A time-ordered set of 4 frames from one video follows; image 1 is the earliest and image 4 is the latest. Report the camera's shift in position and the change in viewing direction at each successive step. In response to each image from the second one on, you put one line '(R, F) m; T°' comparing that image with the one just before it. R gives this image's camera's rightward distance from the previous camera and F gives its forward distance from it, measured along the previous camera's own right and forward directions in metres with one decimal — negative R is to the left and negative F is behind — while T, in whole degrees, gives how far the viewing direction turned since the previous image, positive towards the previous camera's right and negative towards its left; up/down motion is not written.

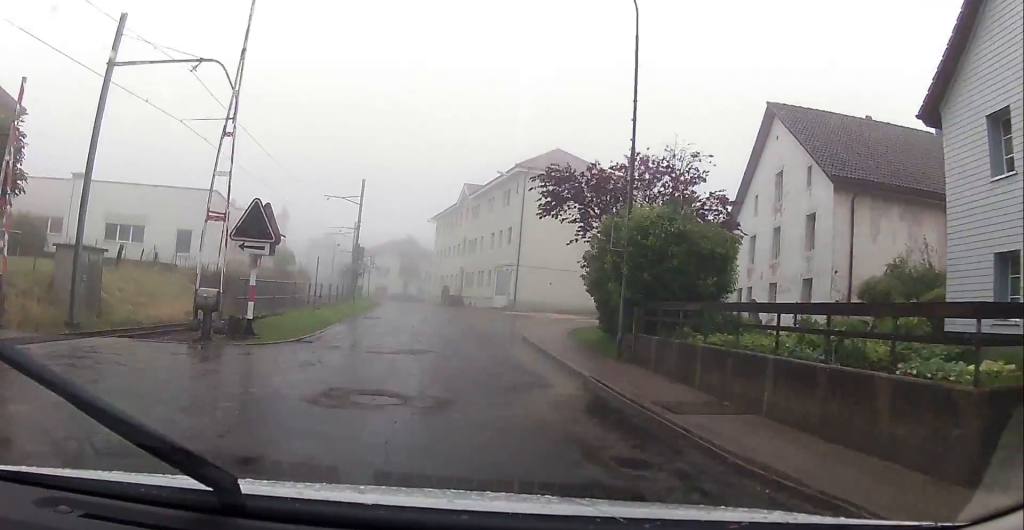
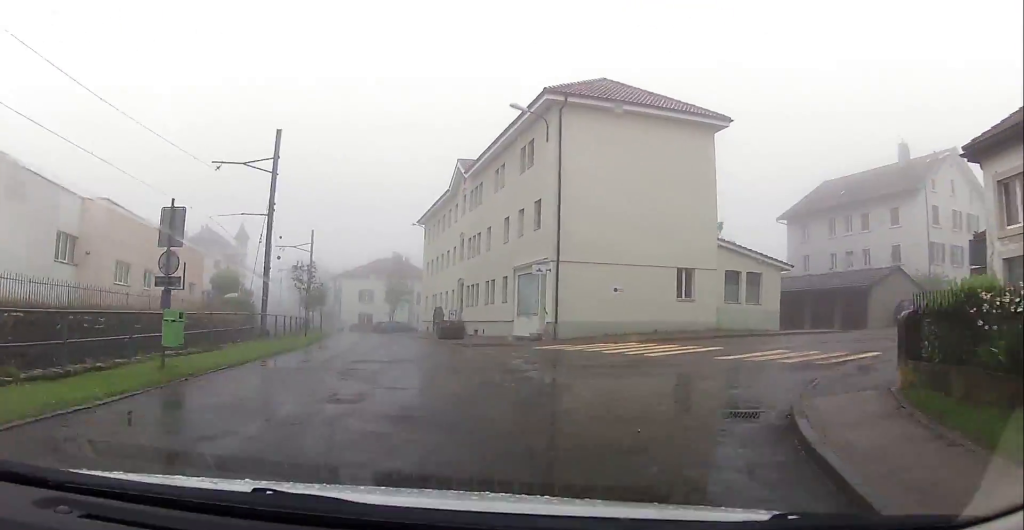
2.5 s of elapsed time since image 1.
(-2.7, +21.6) m; +7°
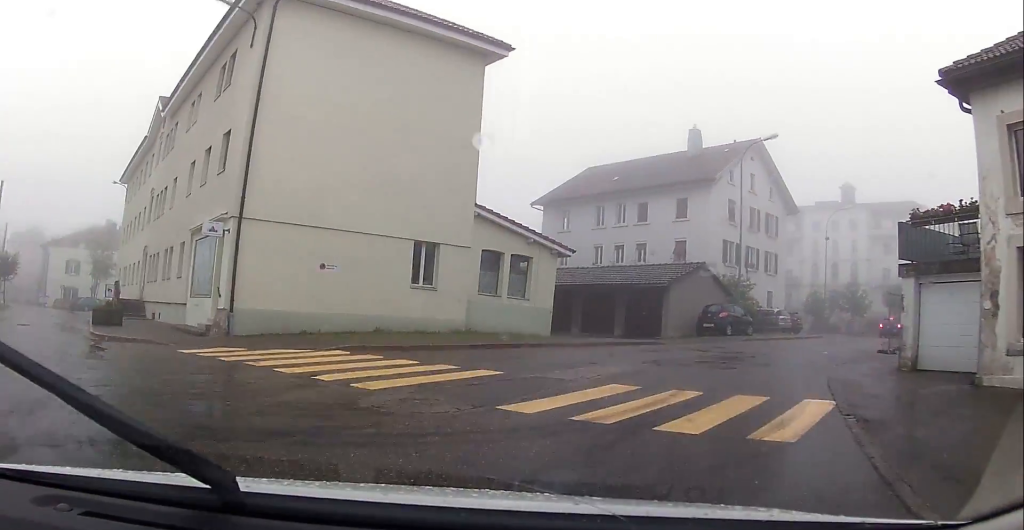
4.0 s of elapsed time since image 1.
(+3.6, +9.3) m; +35°
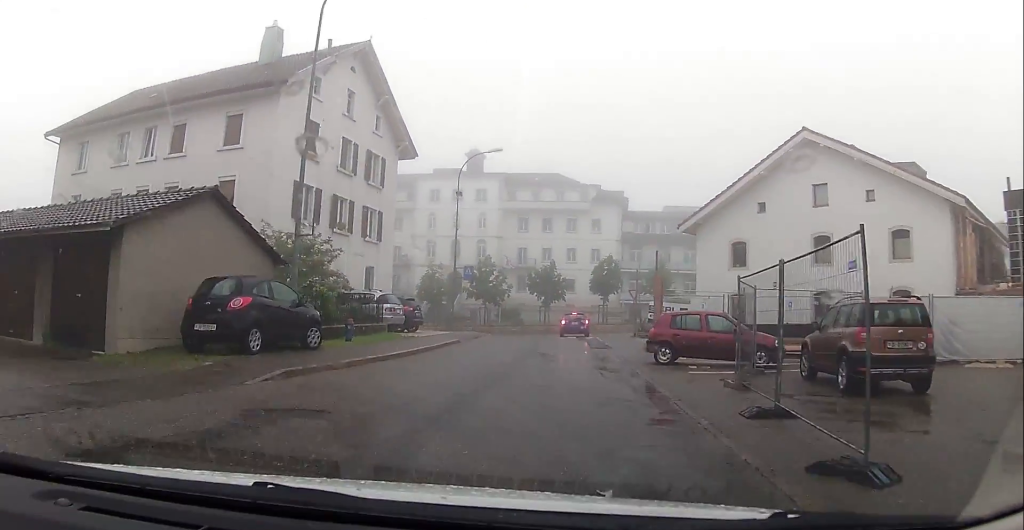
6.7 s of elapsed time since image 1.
(+2.8, +18.0) m; +17°
